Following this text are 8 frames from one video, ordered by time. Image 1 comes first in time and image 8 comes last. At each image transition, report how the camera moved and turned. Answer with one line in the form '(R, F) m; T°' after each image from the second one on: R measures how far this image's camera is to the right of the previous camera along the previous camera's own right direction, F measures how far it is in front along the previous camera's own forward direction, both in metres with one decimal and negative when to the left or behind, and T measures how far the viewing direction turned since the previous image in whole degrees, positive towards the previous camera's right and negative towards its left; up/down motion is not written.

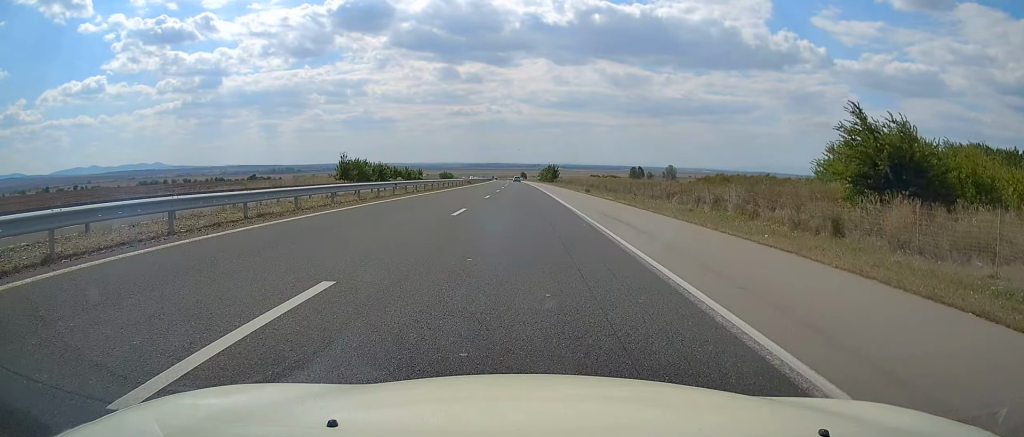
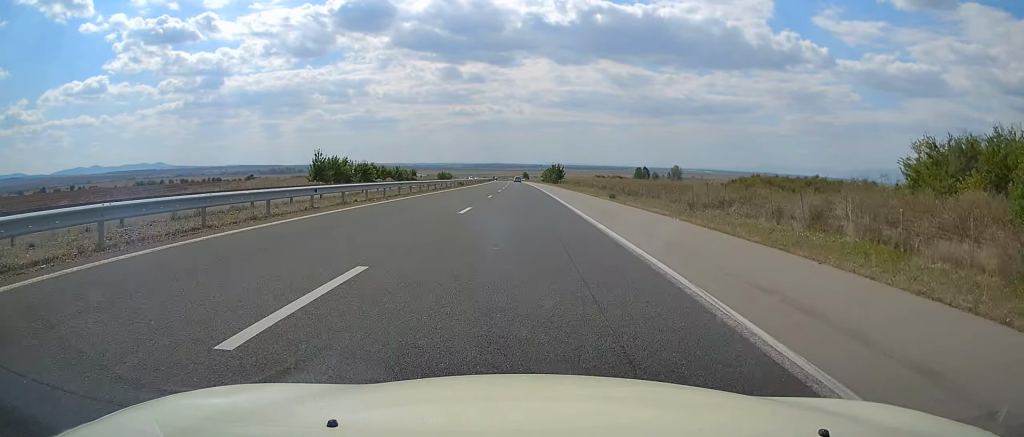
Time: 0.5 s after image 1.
(0.0, +14.6) m; 0°
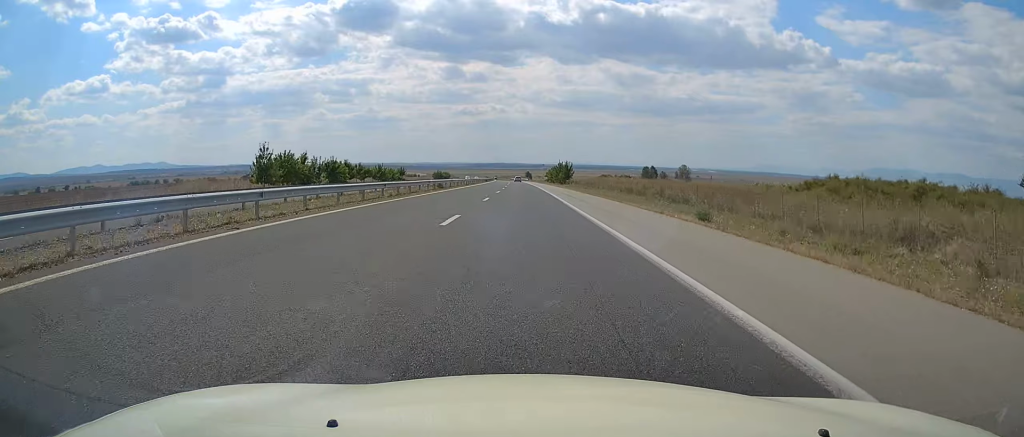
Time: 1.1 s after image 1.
(0.0, +20.8) m; 0°
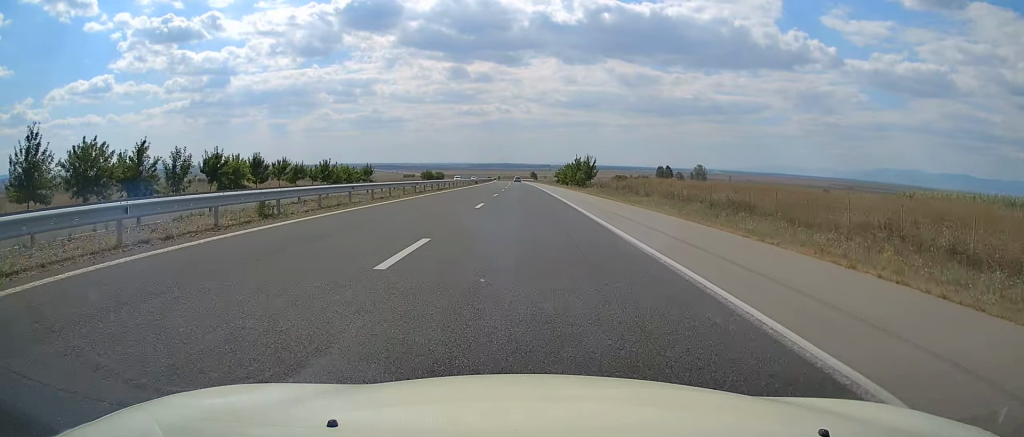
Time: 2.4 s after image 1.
(-0.1, +38.7) m; -1°
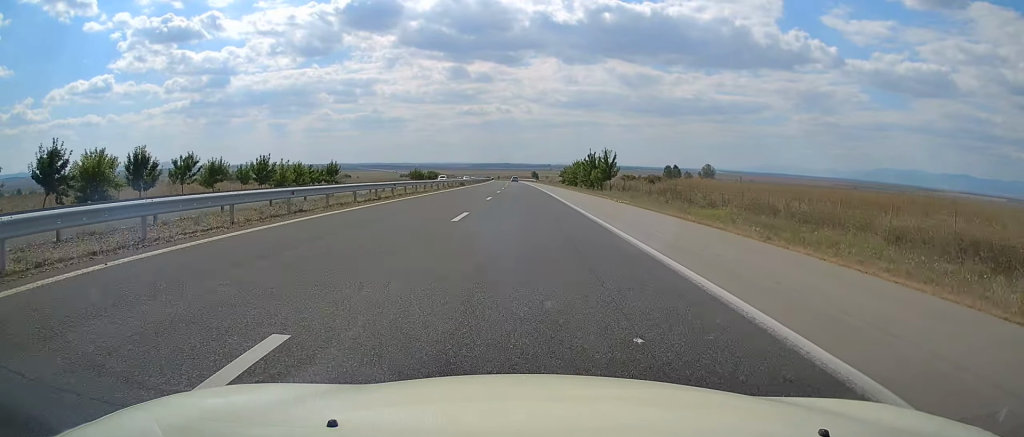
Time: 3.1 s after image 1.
(0.0, +23.1) m; -1°
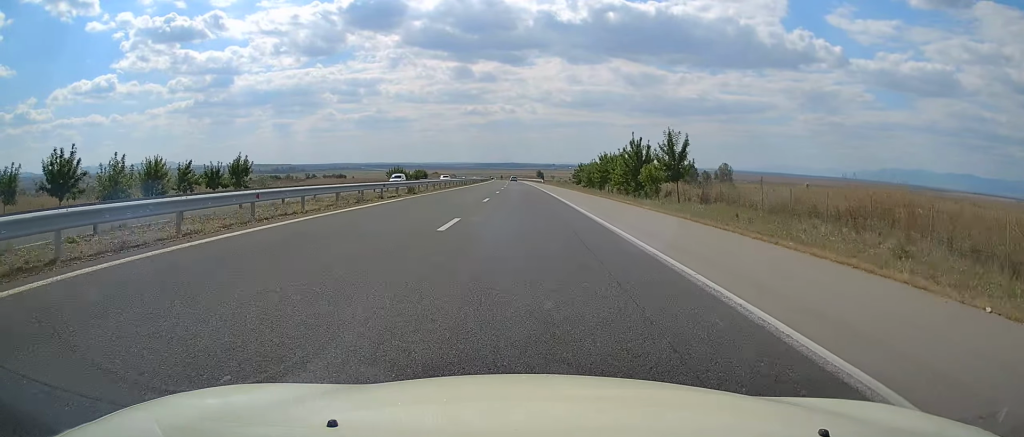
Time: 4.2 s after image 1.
(-0.4, +34.6) m; 0°
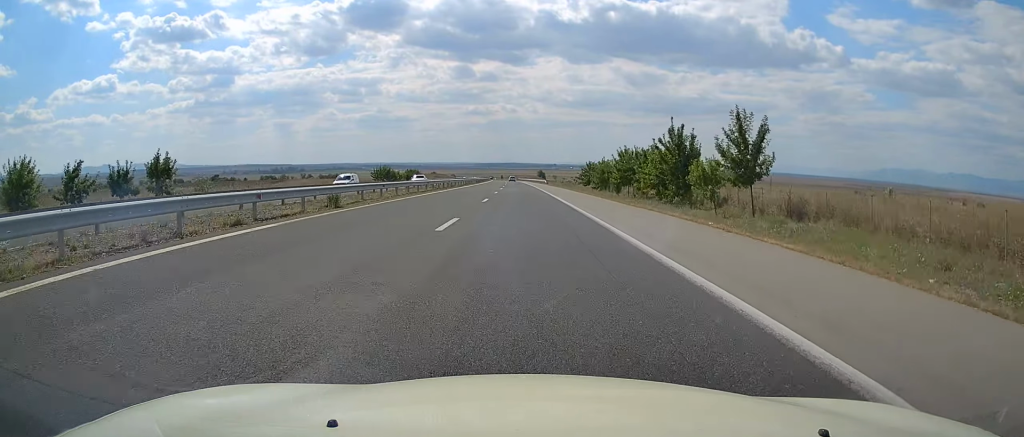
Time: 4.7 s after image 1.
(+0.2, +15.8) m; 0°
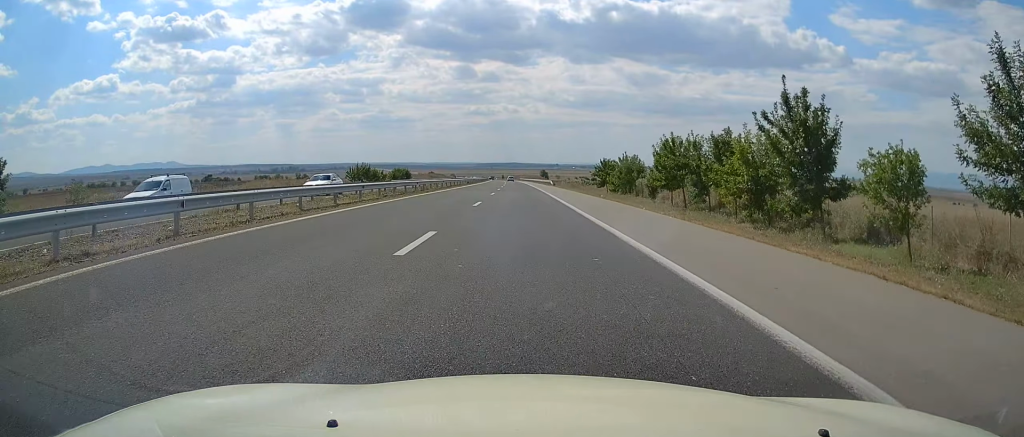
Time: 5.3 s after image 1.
(+0.1, +20.0) m; 0°
